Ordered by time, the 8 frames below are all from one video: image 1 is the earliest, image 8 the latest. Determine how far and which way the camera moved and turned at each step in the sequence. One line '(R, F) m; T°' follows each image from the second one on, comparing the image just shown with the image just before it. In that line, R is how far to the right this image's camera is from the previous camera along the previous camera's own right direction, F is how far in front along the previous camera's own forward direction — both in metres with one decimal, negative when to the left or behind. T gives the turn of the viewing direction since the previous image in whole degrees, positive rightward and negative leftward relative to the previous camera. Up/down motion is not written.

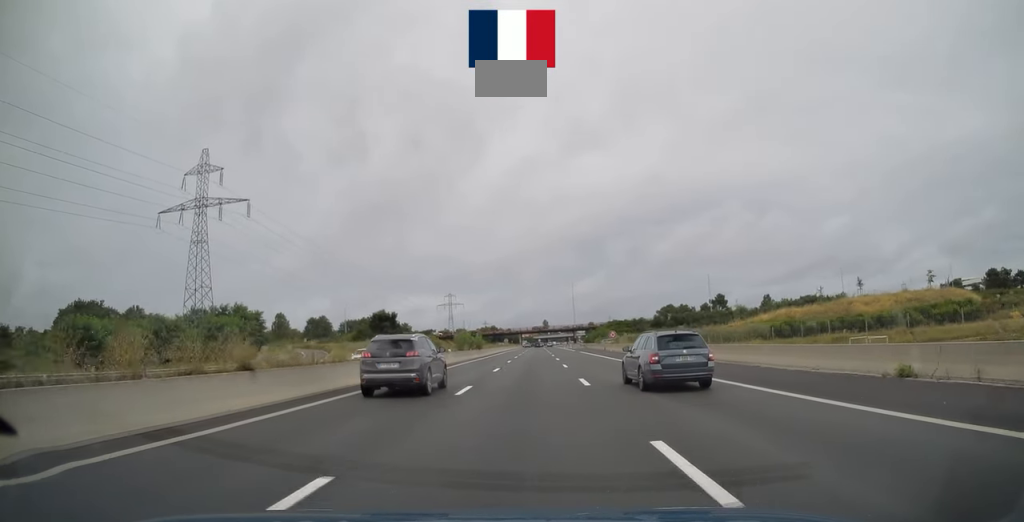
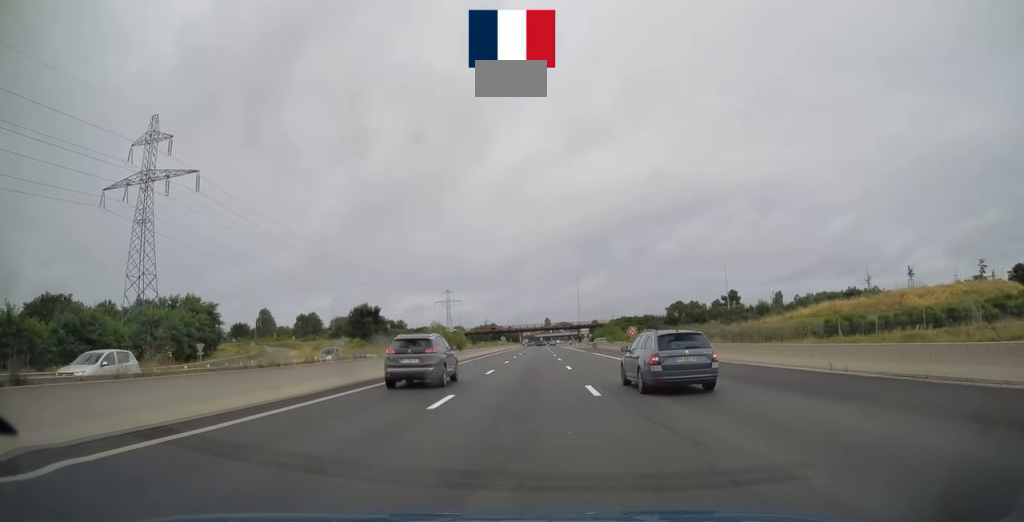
(+0.1, +16.7) m; 0°
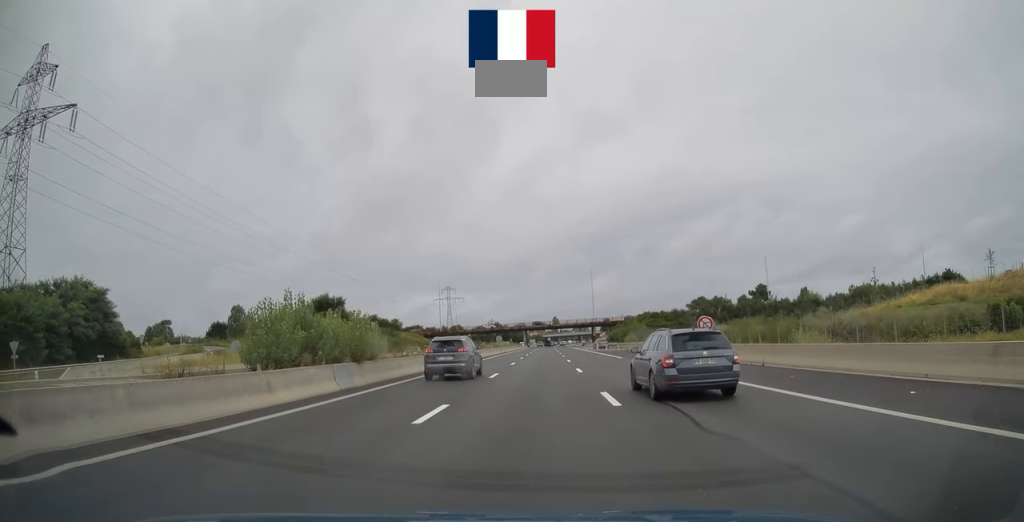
(0.0, +28.3) m; 0°
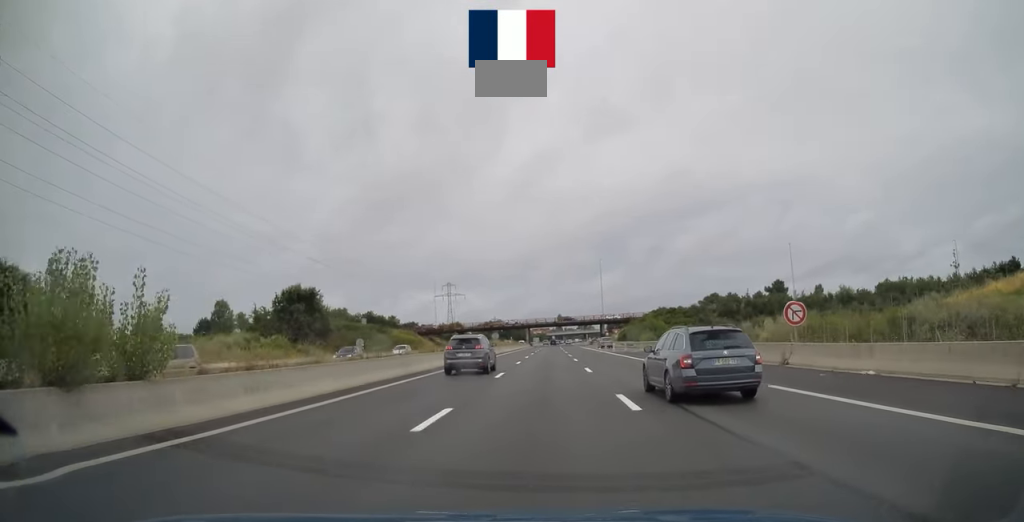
(0.0, +14.1) m; 0°
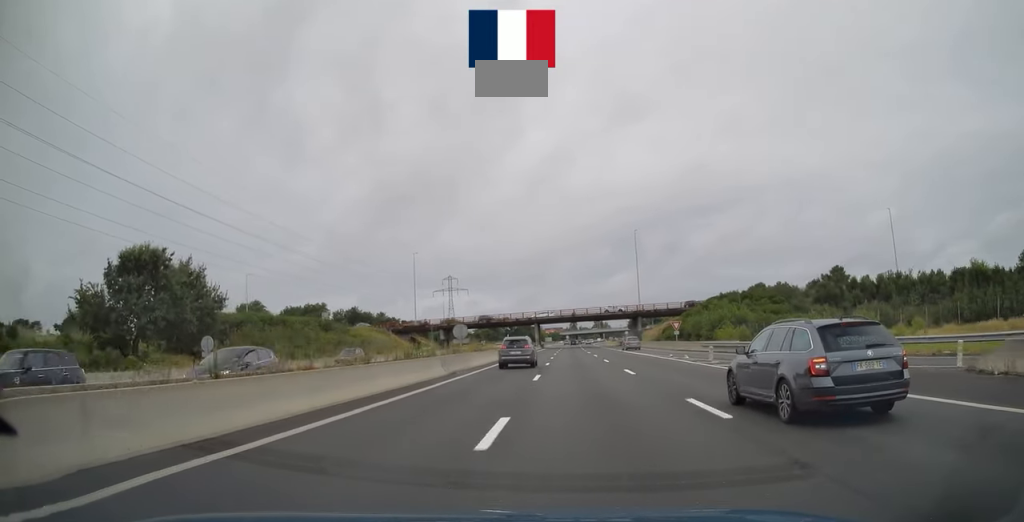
(-0.2, +41.0) m; -1°
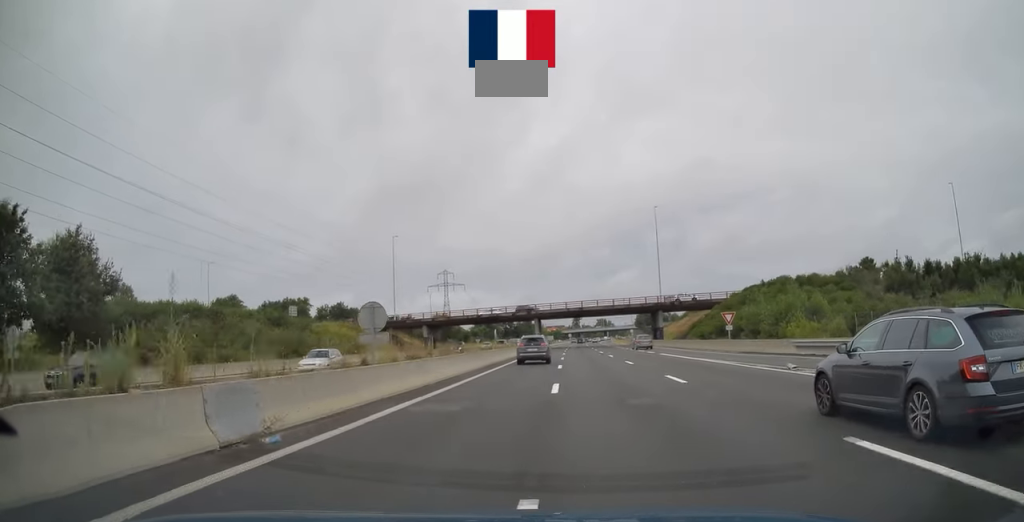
(-0.2, +19.0) m; -1°
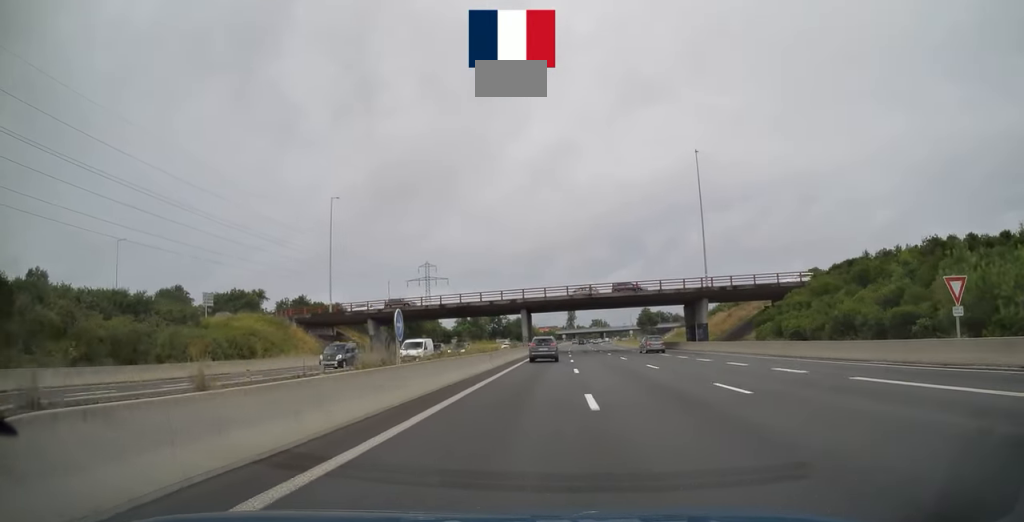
(-0.2, +29.7) m; 0°
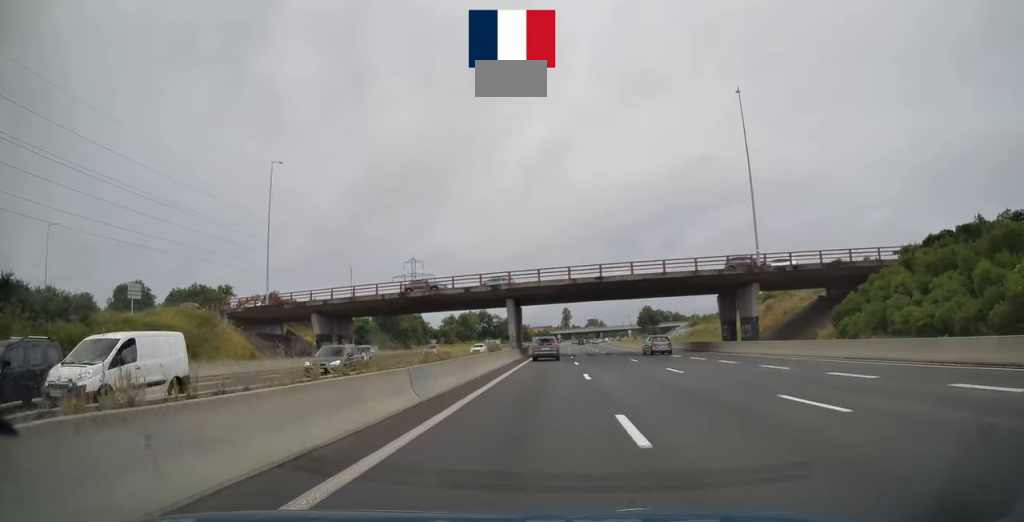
(+0.1, +17.3) m; 0°
